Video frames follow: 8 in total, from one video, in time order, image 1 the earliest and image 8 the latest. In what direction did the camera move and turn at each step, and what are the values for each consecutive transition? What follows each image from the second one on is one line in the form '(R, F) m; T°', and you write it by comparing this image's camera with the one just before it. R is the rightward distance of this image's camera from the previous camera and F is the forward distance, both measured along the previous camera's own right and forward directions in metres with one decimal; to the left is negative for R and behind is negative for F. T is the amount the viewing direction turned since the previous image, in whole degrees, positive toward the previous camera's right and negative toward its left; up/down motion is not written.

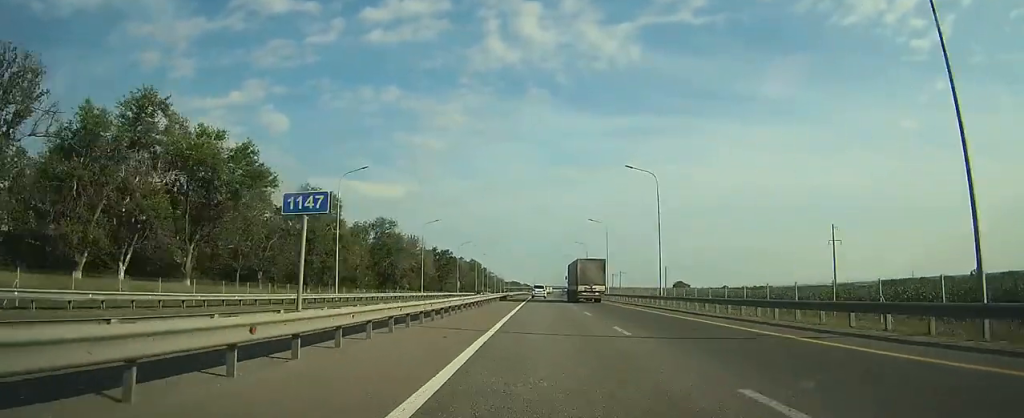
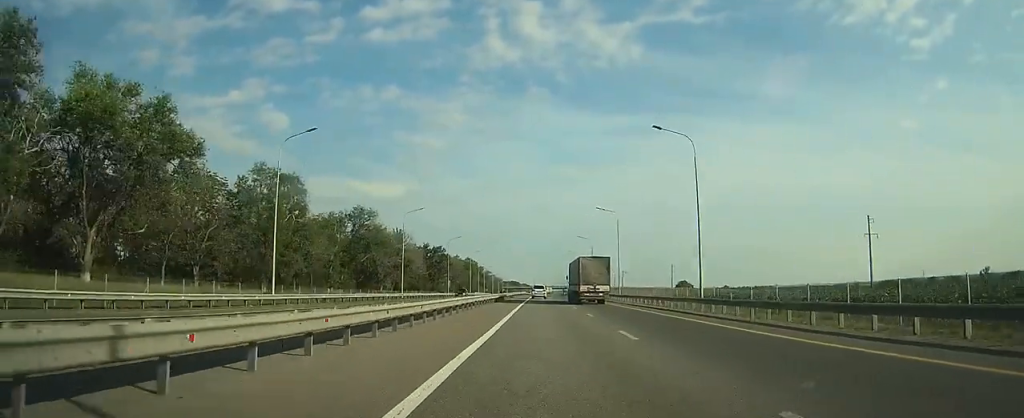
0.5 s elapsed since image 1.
(0.0, +13.3) m; 0°
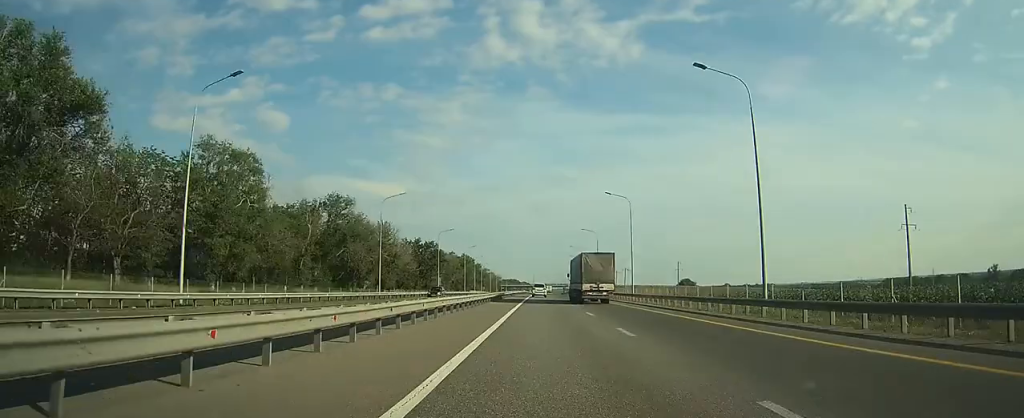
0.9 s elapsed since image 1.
(0.0, +11.5) m; 0°
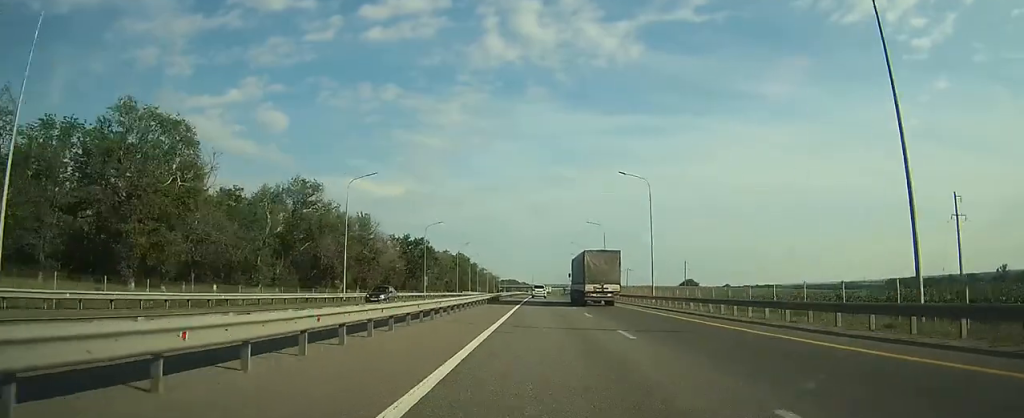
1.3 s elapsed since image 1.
(0.0, +12.5) m; 0°
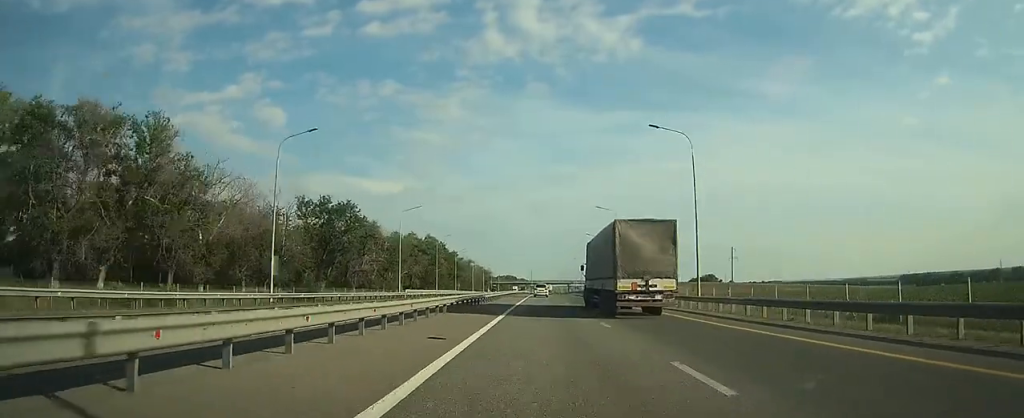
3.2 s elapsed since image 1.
(0.0, +56.0) m; 0°
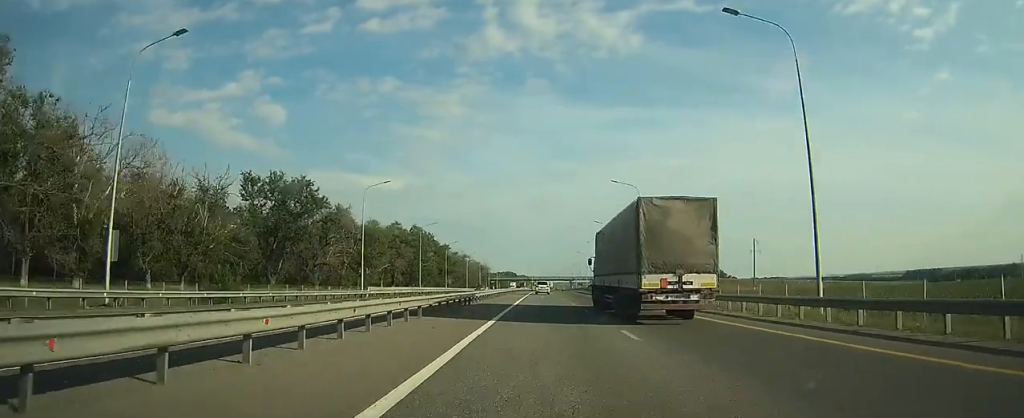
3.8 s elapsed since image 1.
(0.0, +17.5) m; 0°
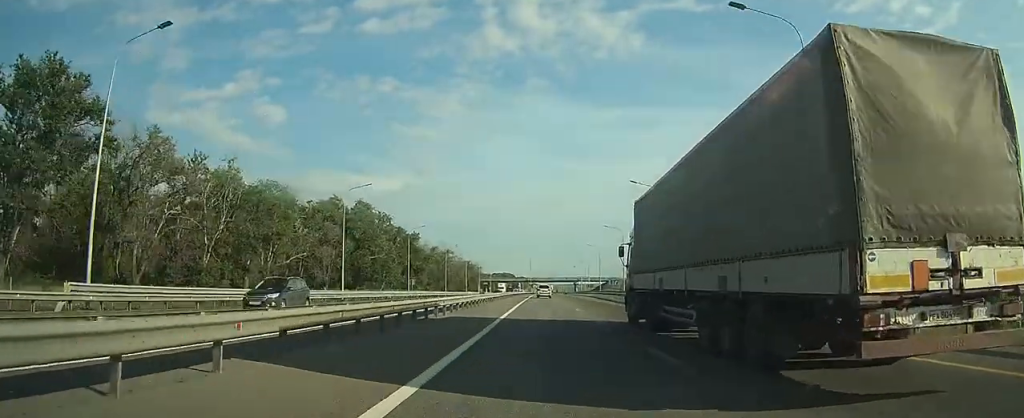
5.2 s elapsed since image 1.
(-0.1, +40.9) m; 0°
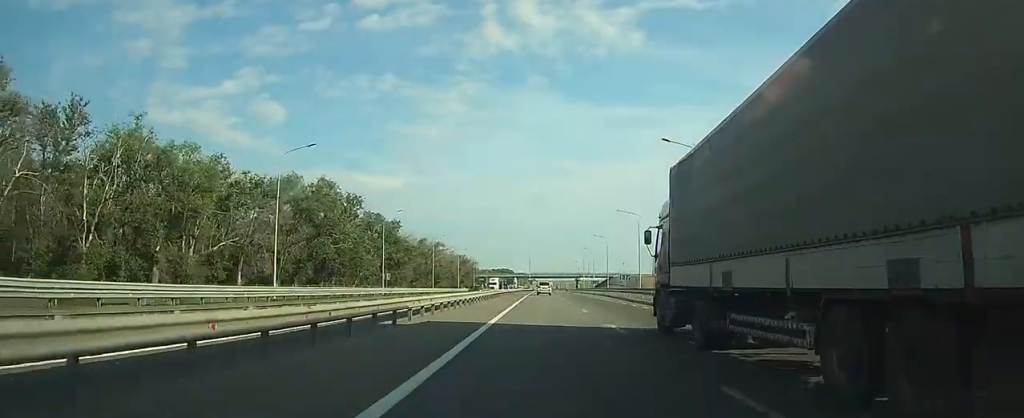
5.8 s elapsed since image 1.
(0.0, +16.6) m; 0°
